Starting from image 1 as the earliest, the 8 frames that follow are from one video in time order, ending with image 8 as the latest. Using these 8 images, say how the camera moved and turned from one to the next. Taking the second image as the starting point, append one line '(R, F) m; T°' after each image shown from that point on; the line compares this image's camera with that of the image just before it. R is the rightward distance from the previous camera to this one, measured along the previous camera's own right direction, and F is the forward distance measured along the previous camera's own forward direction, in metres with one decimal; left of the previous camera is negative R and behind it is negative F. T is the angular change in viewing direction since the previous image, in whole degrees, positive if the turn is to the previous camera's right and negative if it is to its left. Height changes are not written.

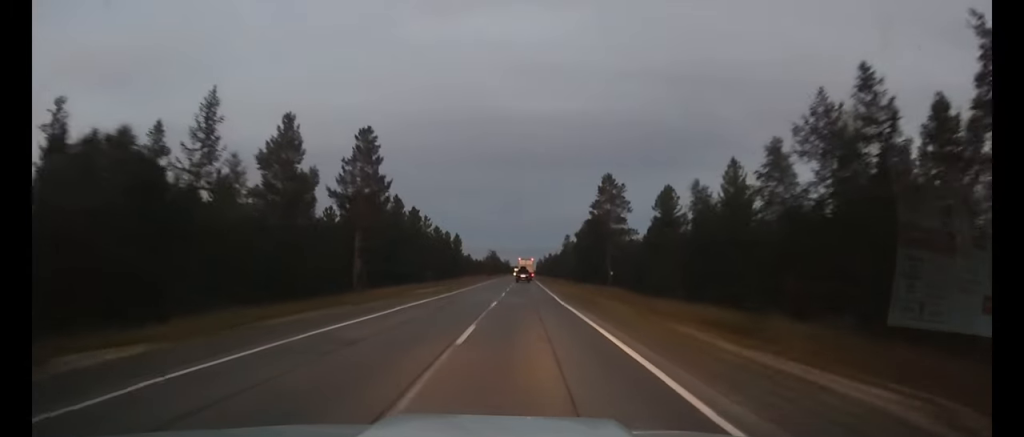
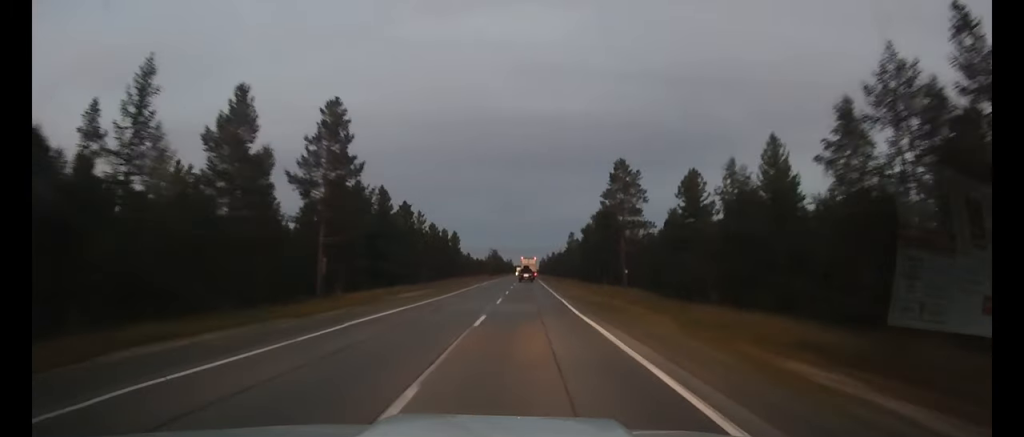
(0.0, +8.2) m; 0°
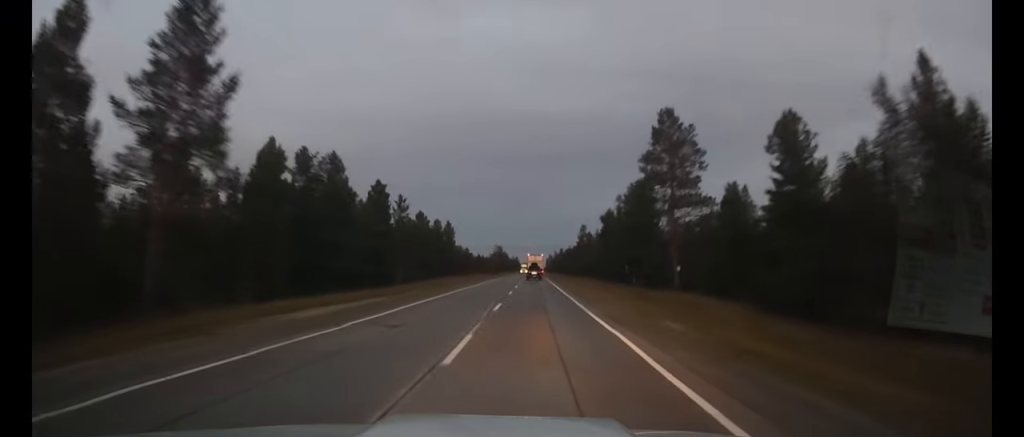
(-0.1, +18.3) m; 0°
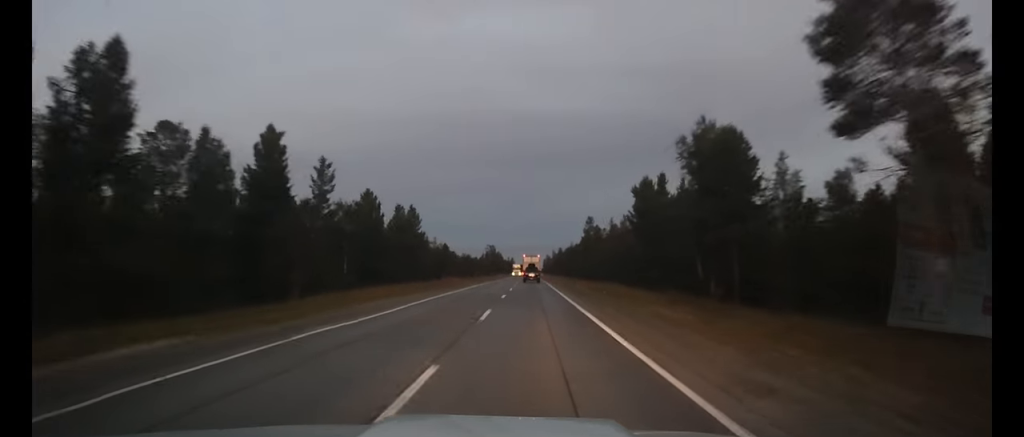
(-0.1, +28.3) m; 0°
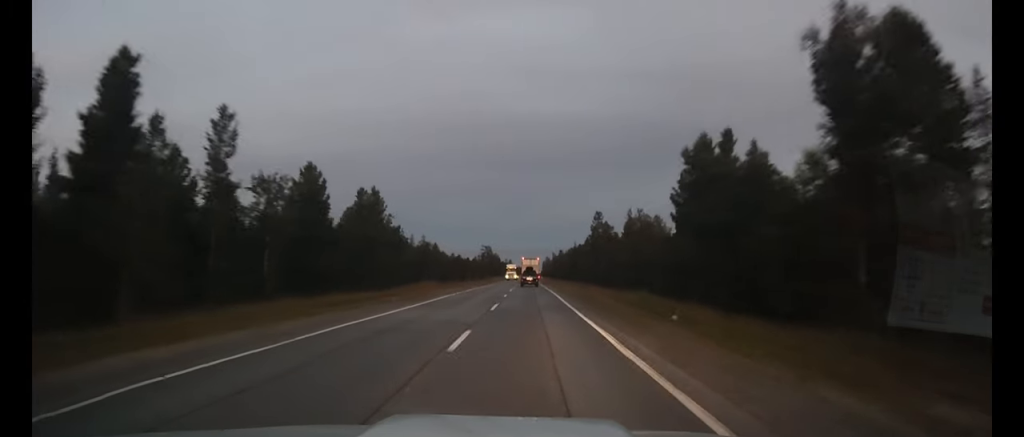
(0.0, +18.0) m; 0°
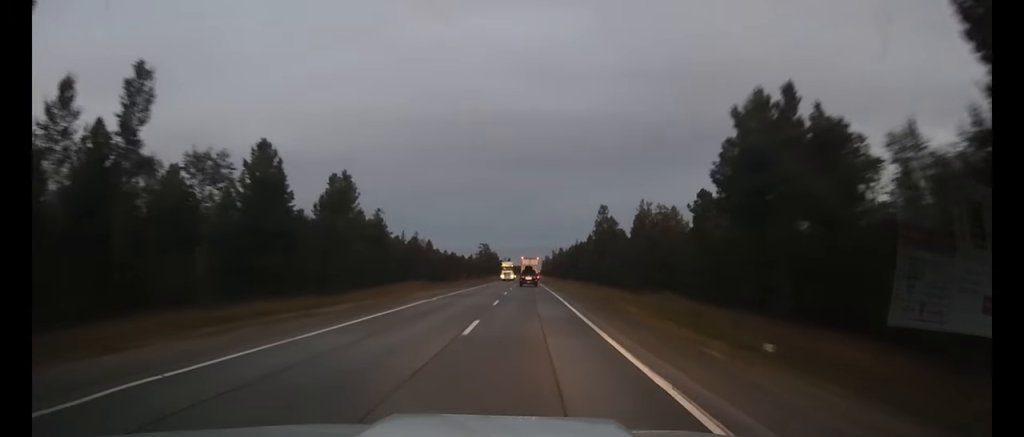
(0.0, +9.2) m; 0°
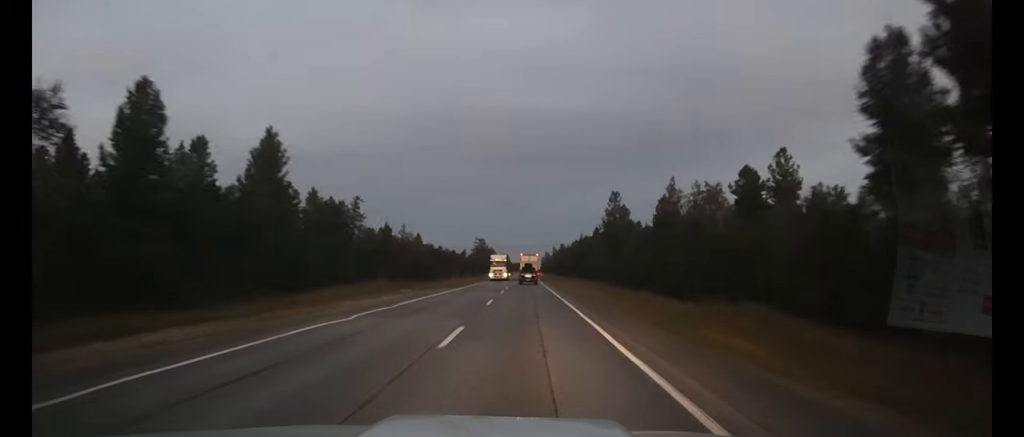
(0.0, +15.3) m; 0°
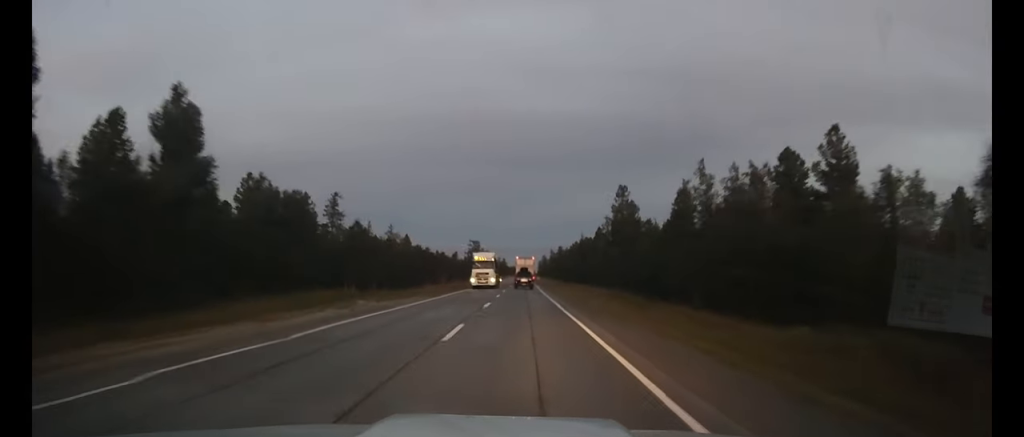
(0.0, +10.7) m; 0°
